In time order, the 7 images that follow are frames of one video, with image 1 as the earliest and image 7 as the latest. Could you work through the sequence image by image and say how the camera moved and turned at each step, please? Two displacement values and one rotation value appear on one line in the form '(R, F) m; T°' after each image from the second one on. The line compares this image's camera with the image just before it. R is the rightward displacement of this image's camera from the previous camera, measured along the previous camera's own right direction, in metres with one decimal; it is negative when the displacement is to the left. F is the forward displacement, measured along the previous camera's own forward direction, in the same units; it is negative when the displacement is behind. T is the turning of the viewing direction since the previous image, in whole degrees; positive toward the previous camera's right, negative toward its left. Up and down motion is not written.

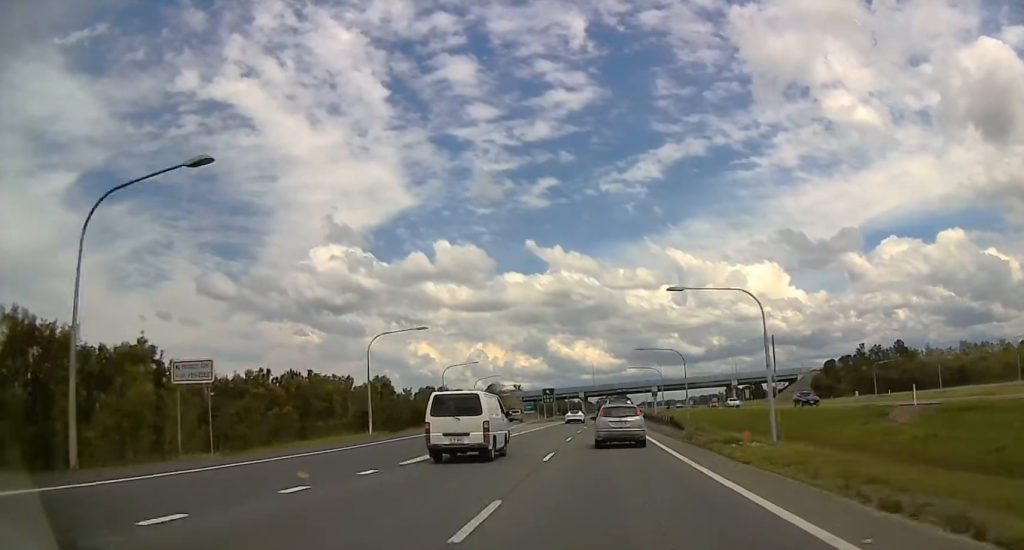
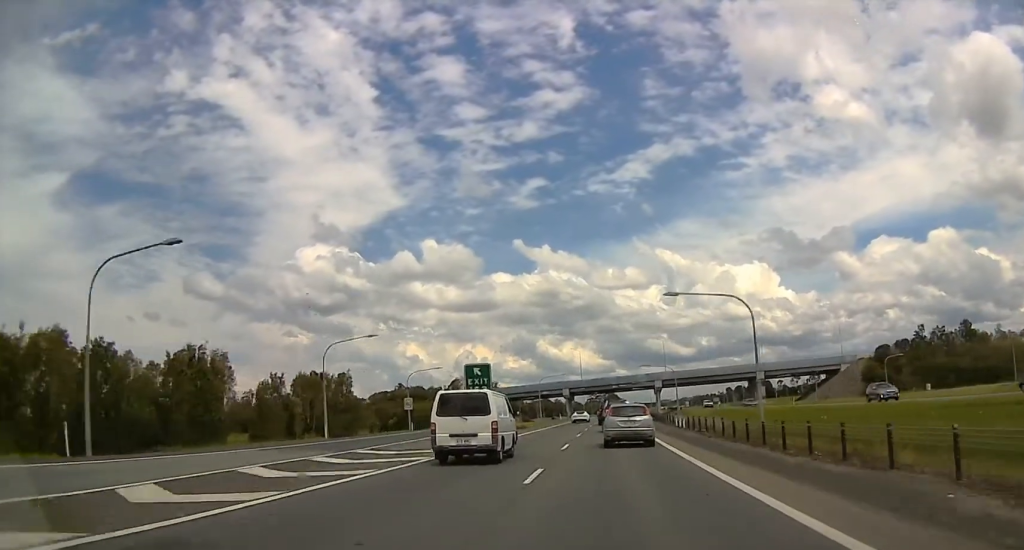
(+2.5, +55.3) m; +5°
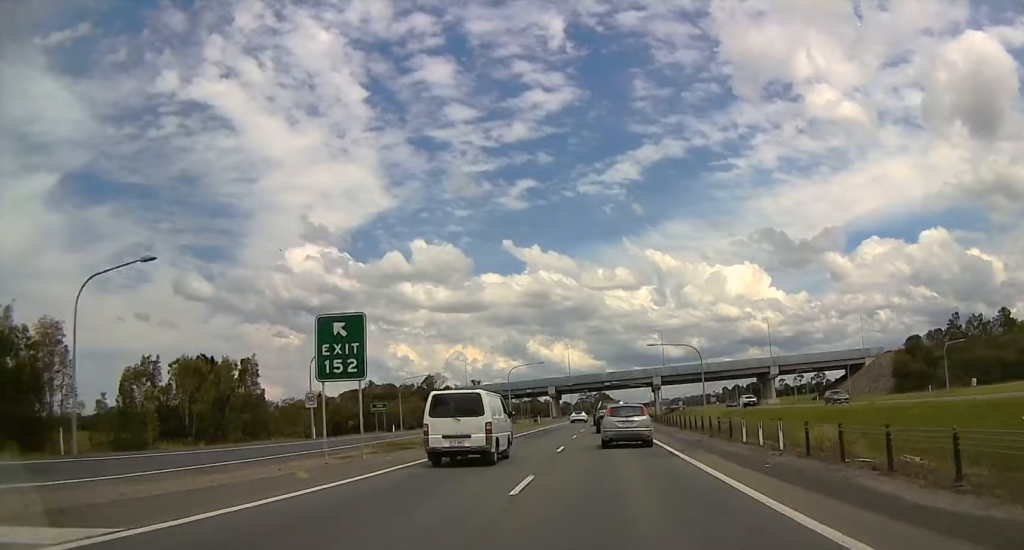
(0.0, +25.7) m; 0°
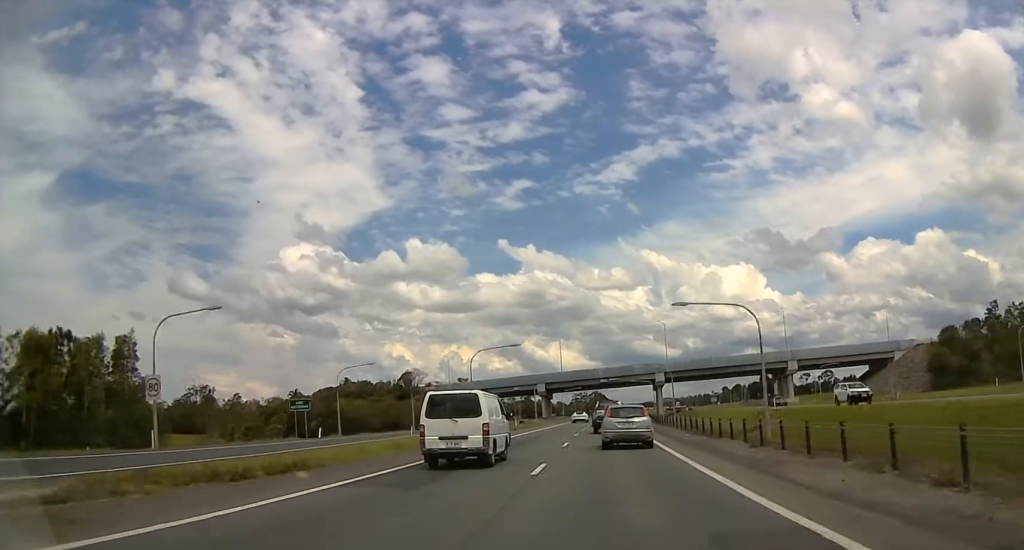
(-0.1, +20.7) m; 0°
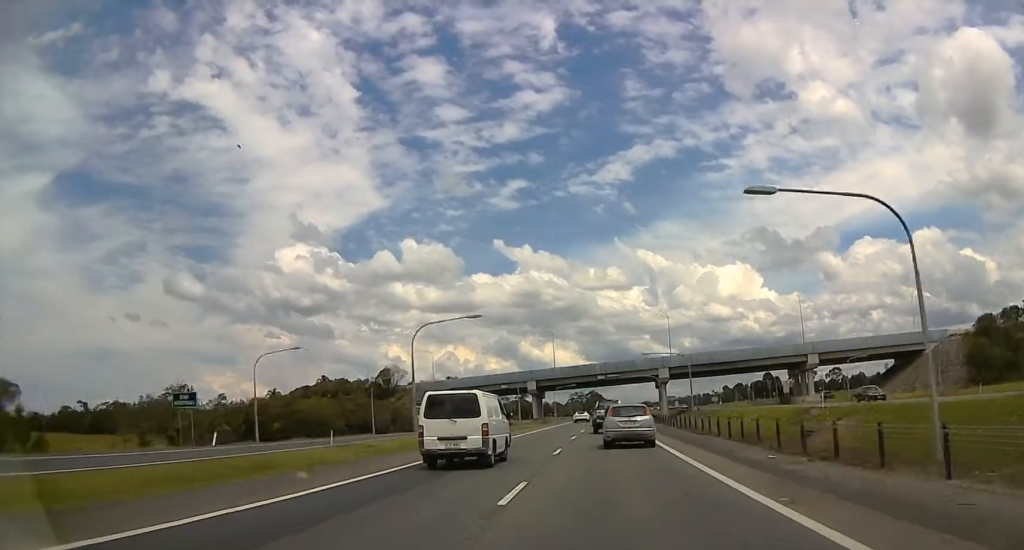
(+0.1, +17.2) m; 0°
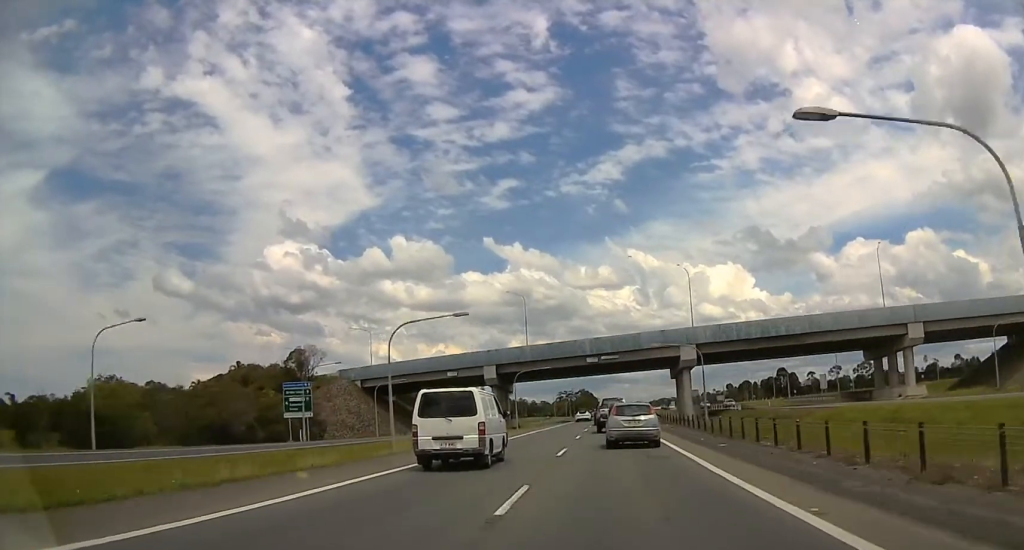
(+0.2, +48.5) m; +2°
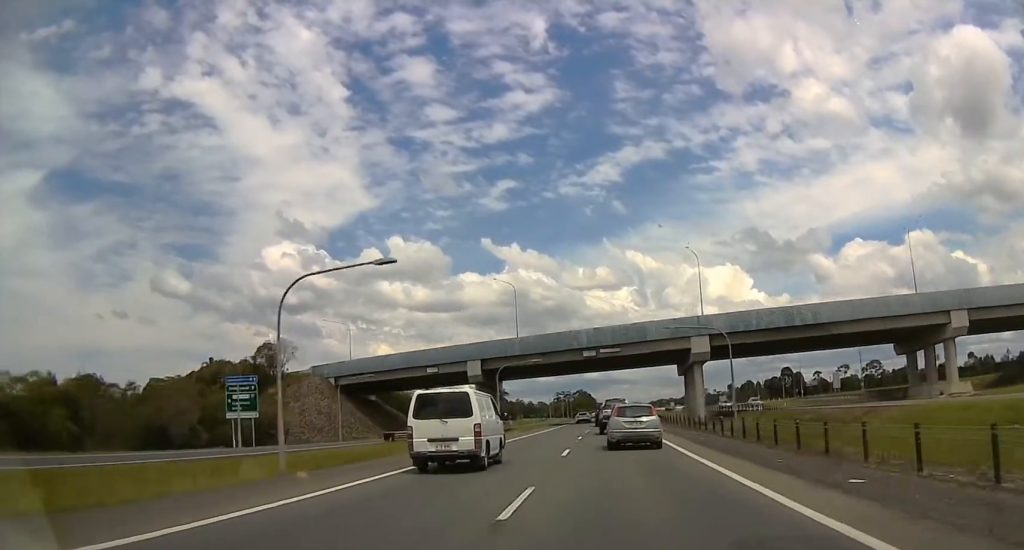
(-0.1, +12.3) m; +1°
